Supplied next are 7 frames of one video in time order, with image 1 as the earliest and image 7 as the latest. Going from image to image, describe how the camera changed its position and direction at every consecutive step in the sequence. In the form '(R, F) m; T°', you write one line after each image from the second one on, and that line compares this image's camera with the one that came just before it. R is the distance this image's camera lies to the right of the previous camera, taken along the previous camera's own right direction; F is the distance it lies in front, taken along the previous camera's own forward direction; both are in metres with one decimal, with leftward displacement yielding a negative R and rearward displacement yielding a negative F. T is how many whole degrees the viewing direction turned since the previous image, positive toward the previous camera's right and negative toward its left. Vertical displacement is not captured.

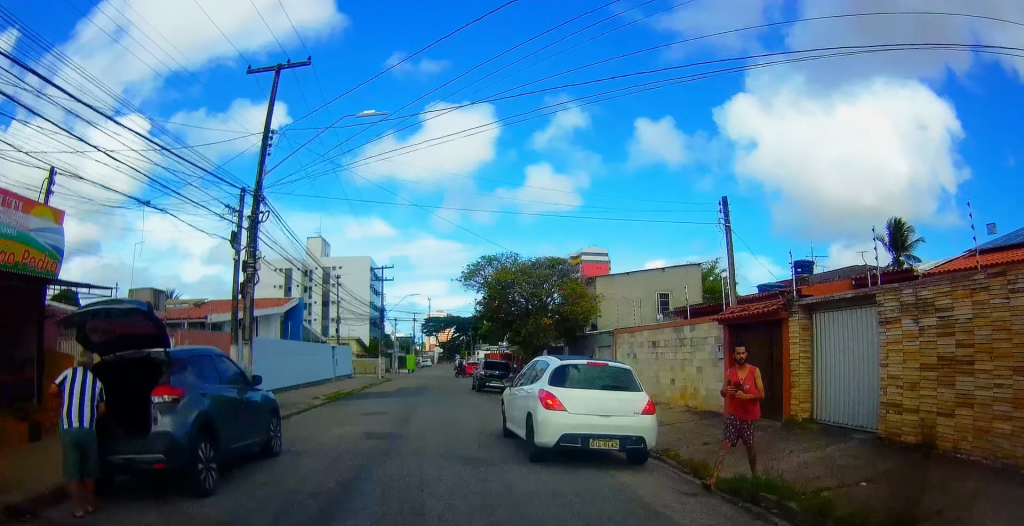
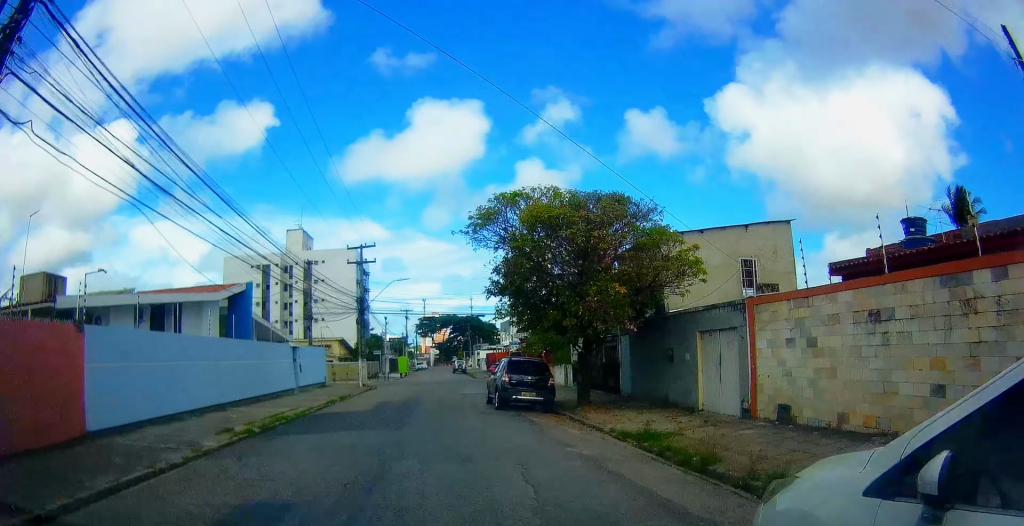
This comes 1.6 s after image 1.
(+0.5, +10.3) m; +7°
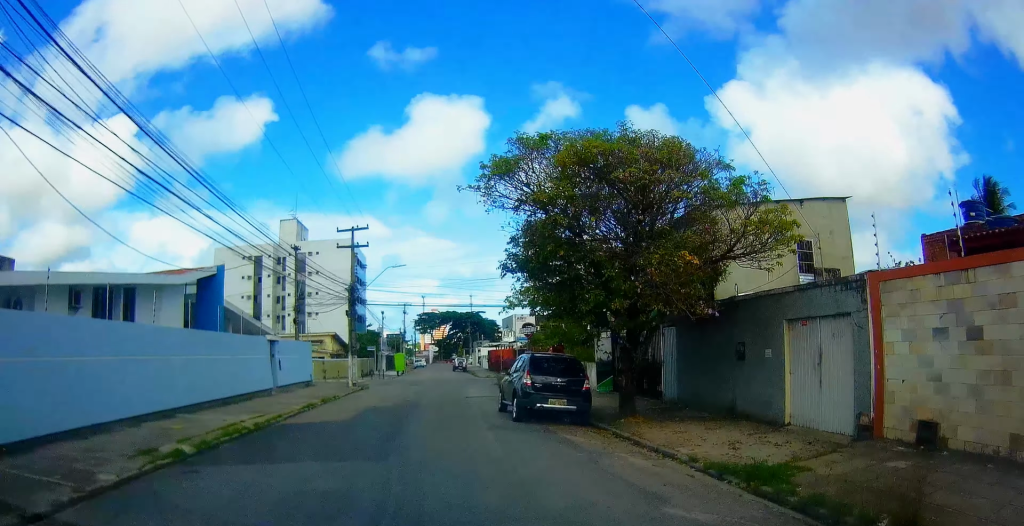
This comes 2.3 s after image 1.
(+0.2, +4.0) m; +1°
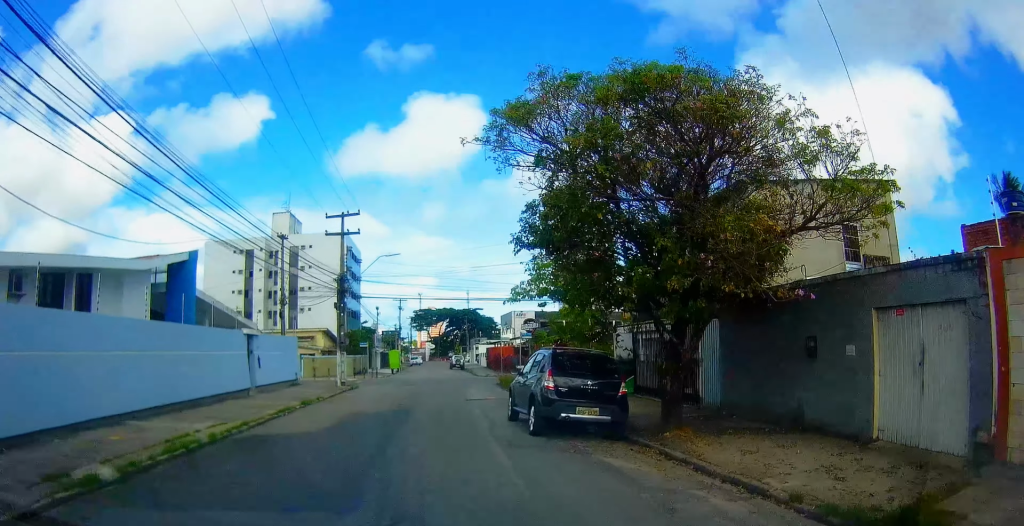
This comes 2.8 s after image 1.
(+0.2, +2.7) m; -1°
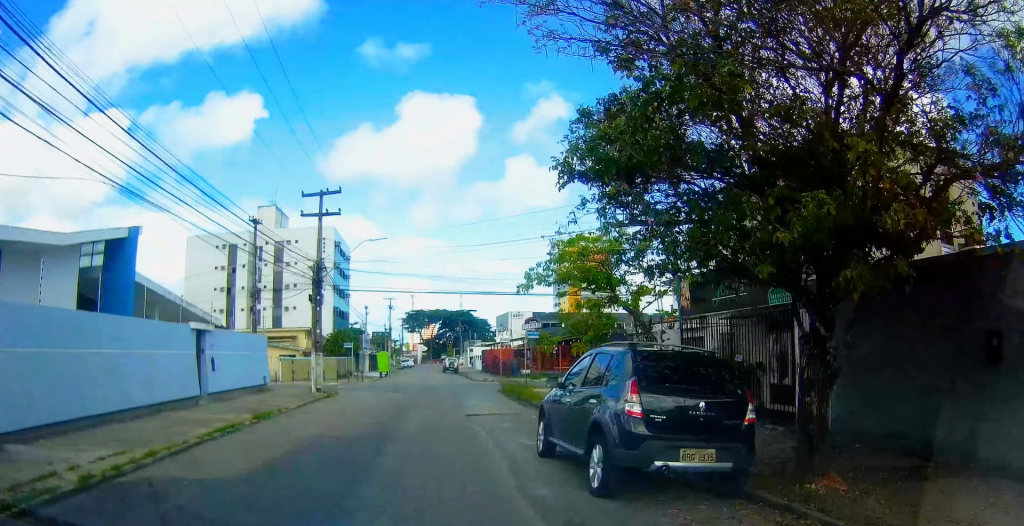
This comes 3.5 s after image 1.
(-0.3, +4.5) m; -2°
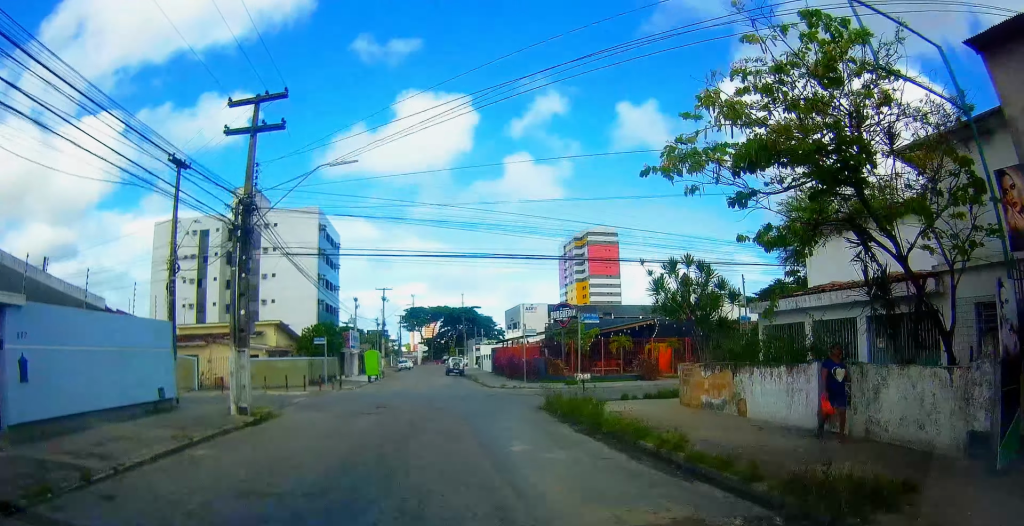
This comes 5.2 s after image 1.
(+0.4, +10.4) m; +5°
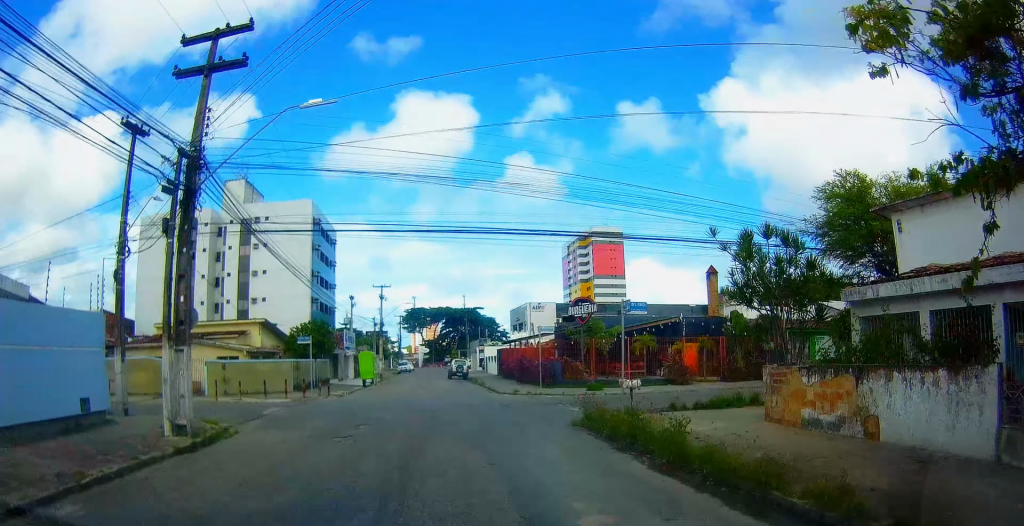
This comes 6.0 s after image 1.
(+0.1, +4.4) m; 0°
